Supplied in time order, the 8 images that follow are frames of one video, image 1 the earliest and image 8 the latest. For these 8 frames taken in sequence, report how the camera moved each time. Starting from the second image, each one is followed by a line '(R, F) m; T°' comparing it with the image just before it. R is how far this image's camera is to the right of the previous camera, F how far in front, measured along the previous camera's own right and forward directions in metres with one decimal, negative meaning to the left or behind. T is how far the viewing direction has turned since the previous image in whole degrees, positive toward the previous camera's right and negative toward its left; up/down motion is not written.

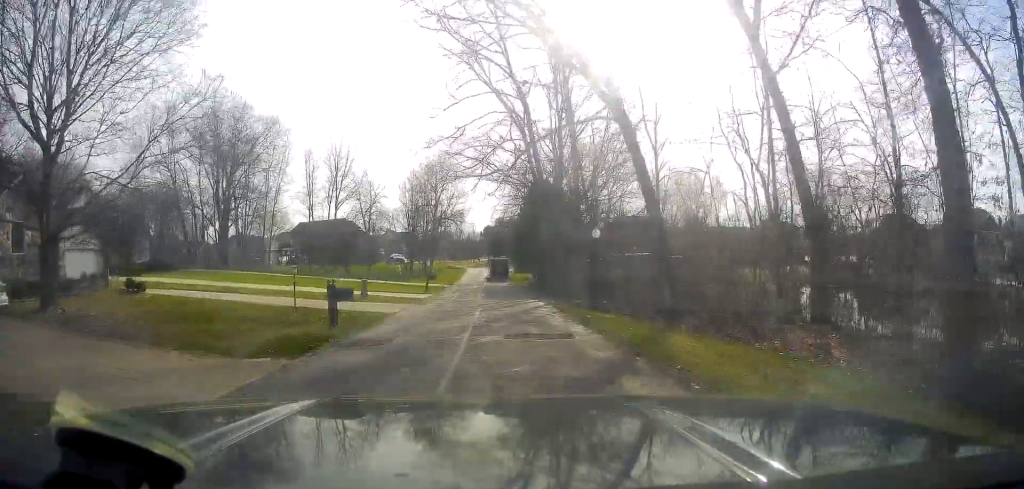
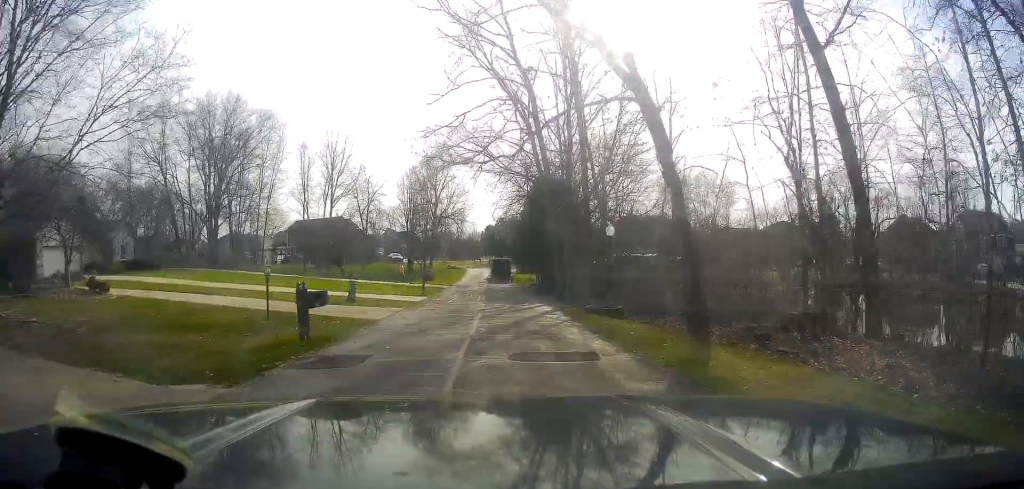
(+0.5, +3.2) m; +3°
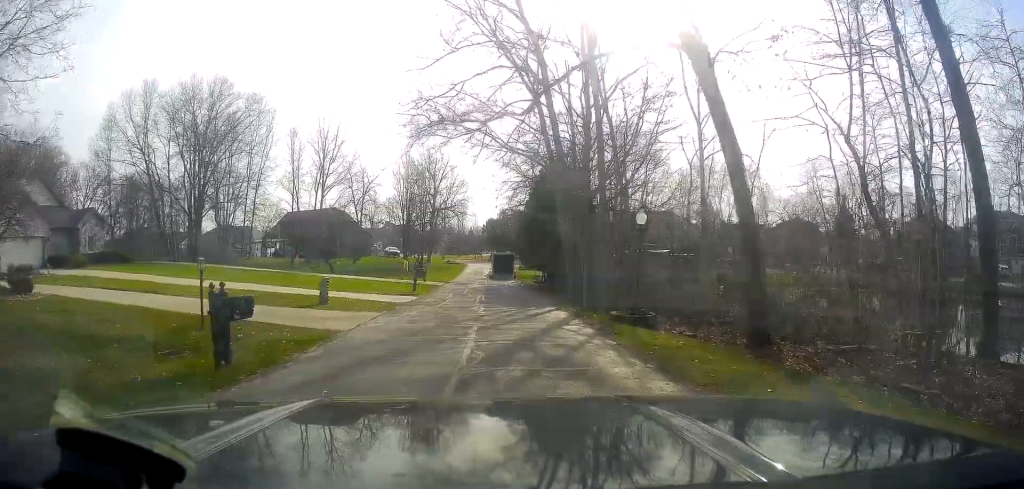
(+0.1, +5.2) m; -3°
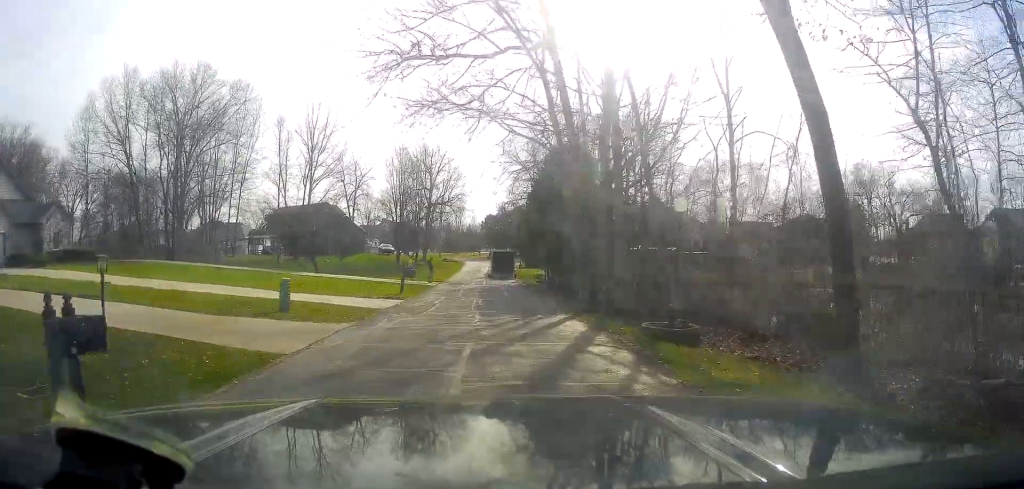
(-0.3, +4.5) m; -5°
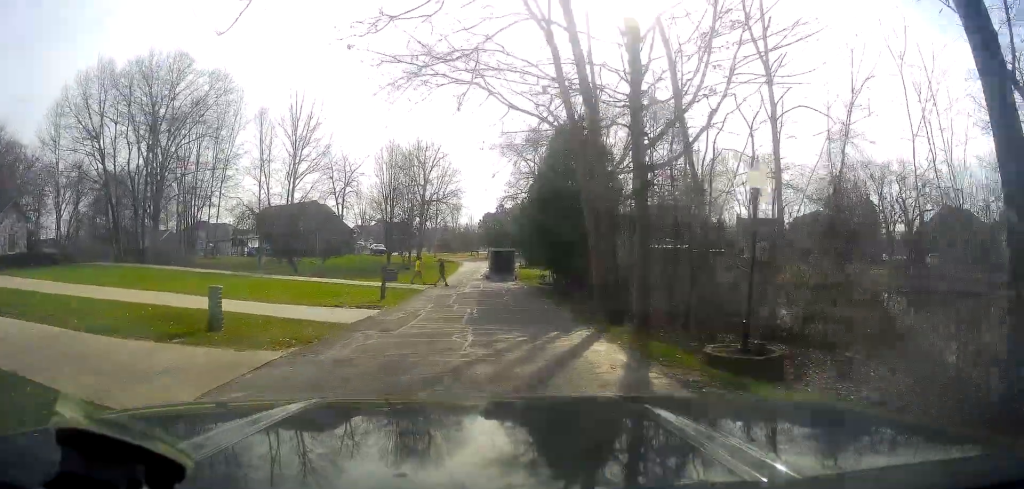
(-0.3, +5.0) m; 0°
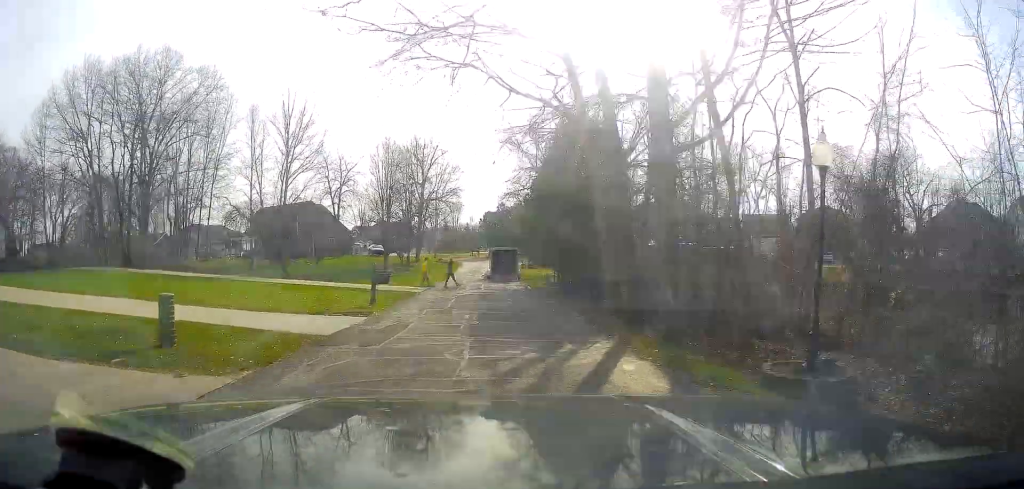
(+0.2, +2.4) m; +2°
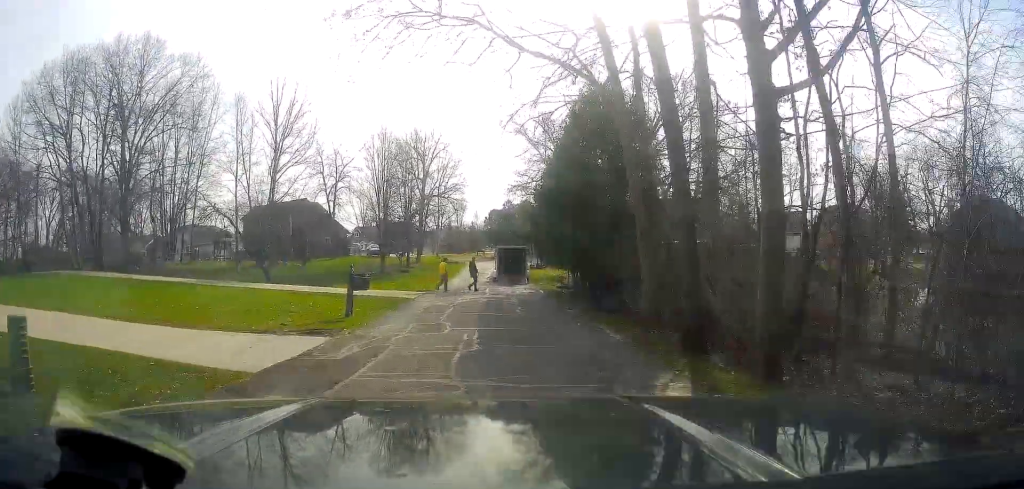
(+0.2, +4.5) m; 0°
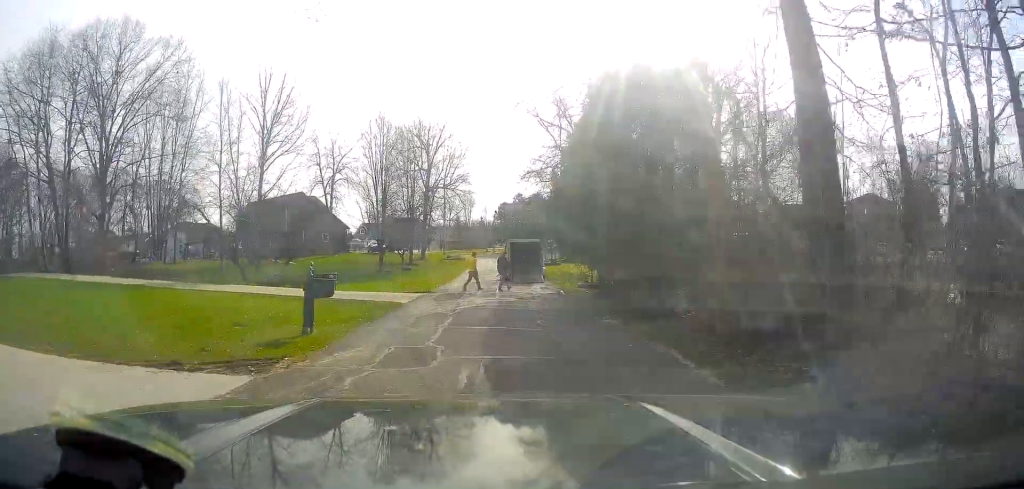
(-0.1, +4.8) m; -3°
